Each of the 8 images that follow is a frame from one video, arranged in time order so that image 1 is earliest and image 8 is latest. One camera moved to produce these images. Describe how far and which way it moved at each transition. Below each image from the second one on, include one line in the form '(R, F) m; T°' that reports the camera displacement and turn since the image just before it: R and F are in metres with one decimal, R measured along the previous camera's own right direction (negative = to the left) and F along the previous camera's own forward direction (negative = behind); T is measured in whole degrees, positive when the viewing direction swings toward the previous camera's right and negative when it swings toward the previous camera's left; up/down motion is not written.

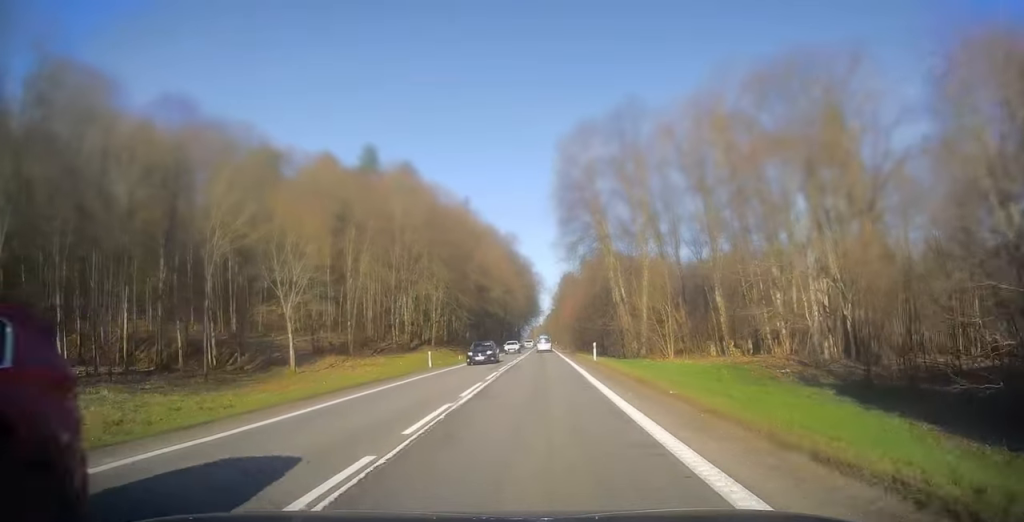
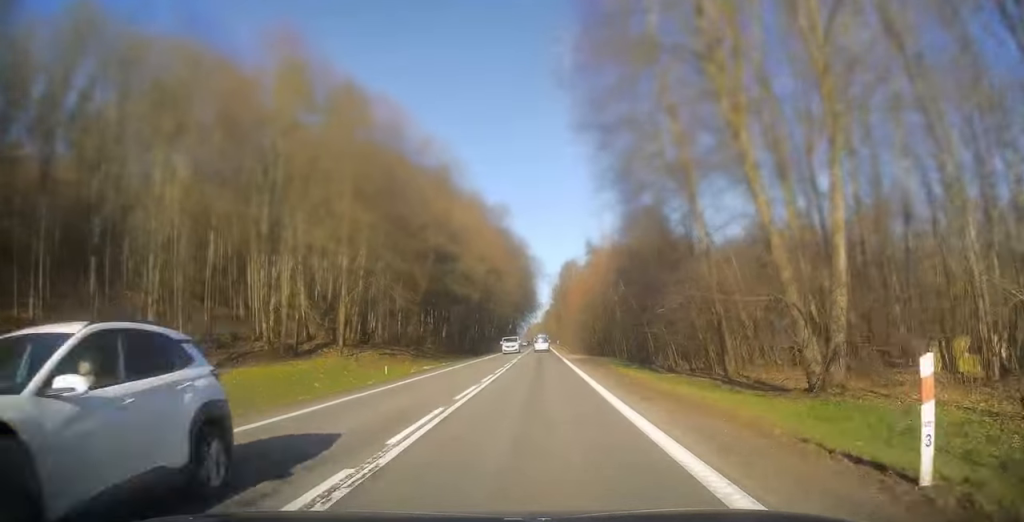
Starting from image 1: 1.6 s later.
(-0.3, +33.2) m; -1°
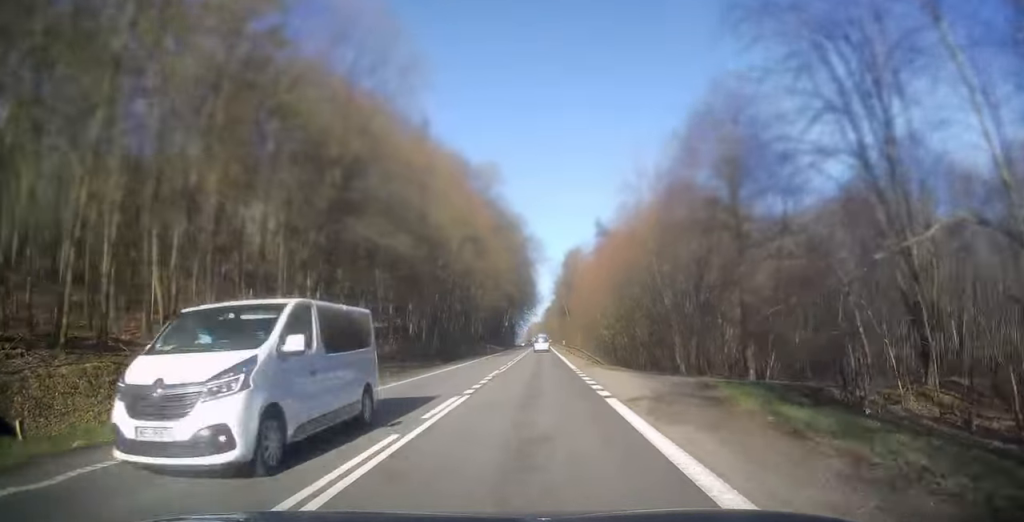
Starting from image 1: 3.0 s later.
(+0.1, +27.9) m; +1°
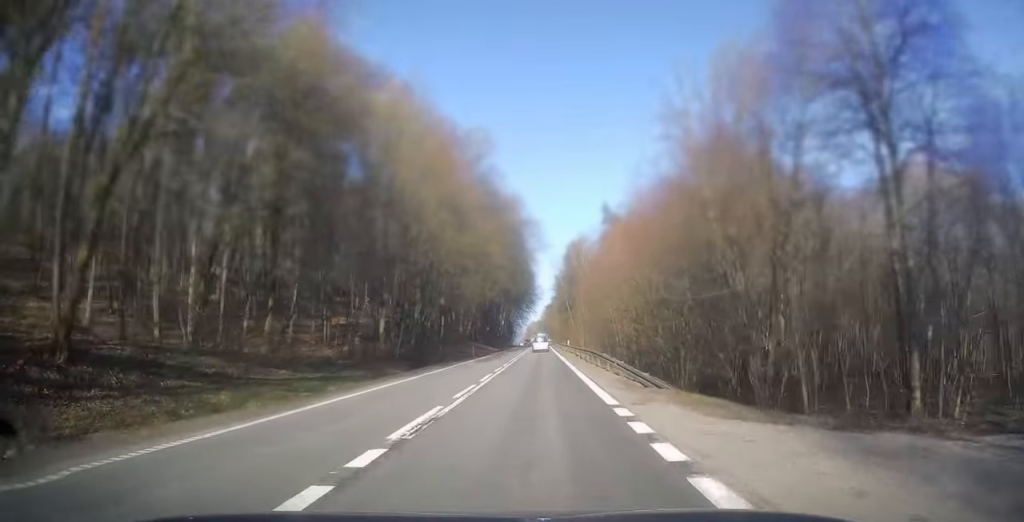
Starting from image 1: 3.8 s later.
(+0.2, +15.8) m; +1°
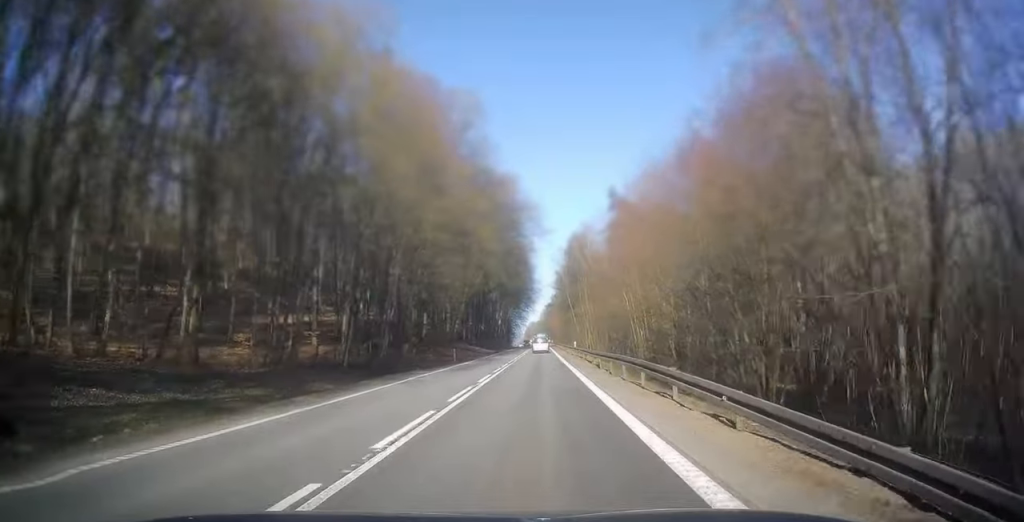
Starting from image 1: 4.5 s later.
(0.0, +11.6) m; 0°
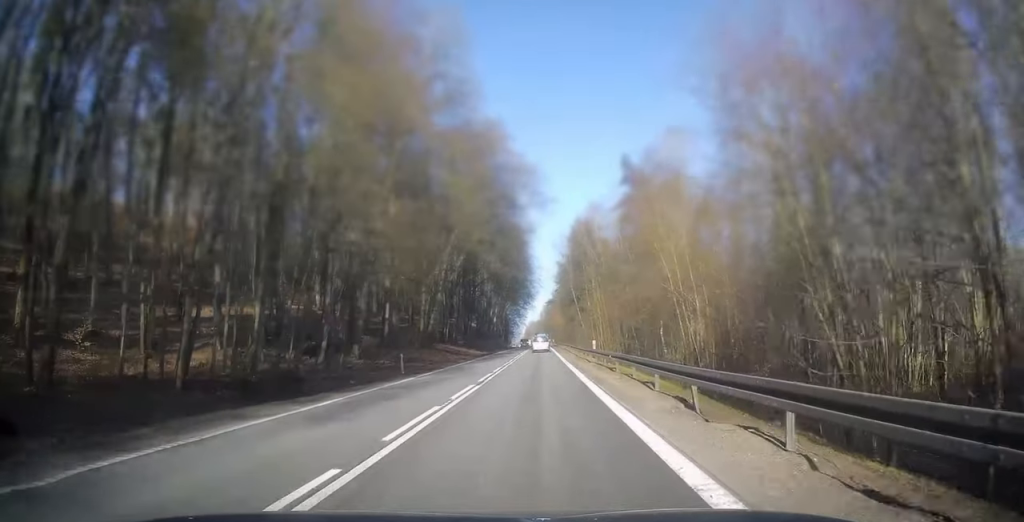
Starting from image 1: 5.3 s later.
(-0.1, +15.8) m; -1°
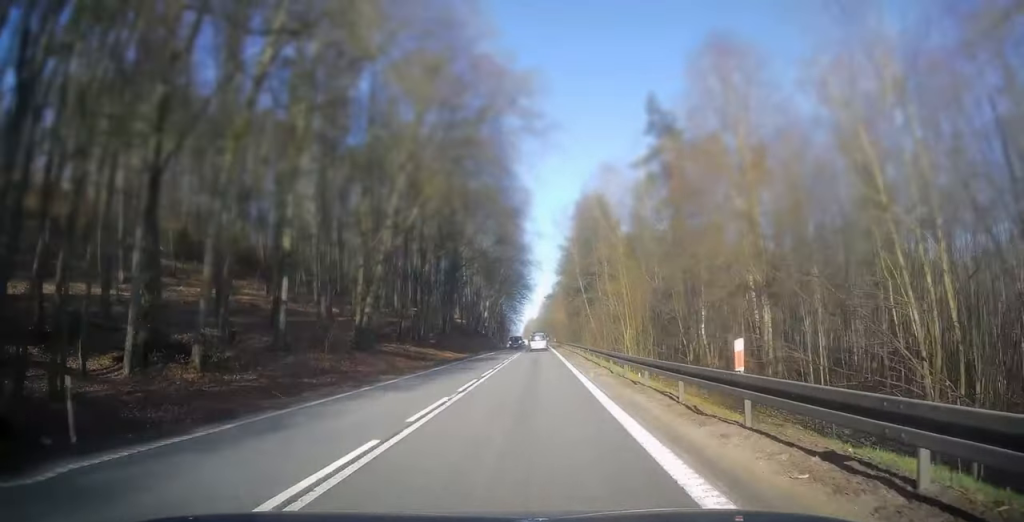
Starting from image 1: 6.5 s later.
(-0.3, +20.8) m; -1°
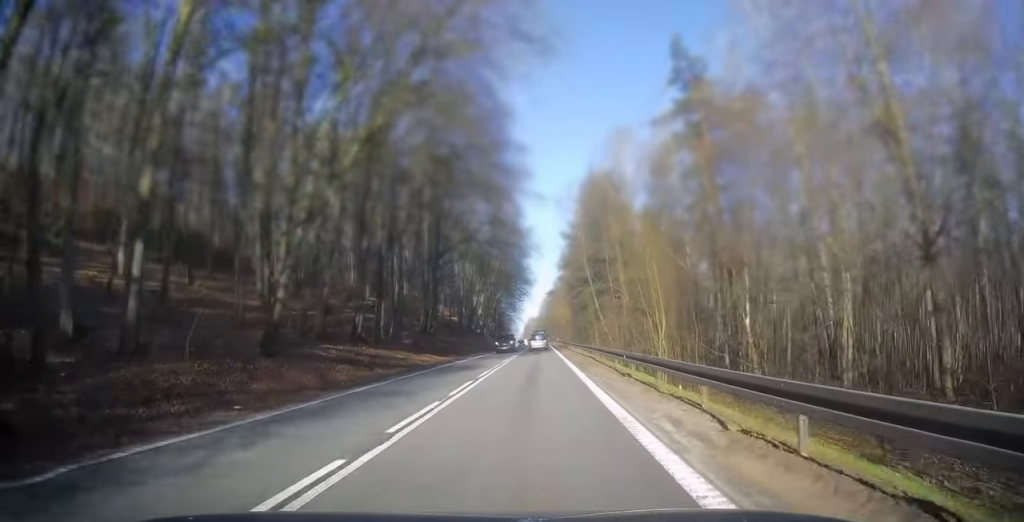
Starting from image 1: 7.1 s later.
(0.0, +13.3) m; 0°
